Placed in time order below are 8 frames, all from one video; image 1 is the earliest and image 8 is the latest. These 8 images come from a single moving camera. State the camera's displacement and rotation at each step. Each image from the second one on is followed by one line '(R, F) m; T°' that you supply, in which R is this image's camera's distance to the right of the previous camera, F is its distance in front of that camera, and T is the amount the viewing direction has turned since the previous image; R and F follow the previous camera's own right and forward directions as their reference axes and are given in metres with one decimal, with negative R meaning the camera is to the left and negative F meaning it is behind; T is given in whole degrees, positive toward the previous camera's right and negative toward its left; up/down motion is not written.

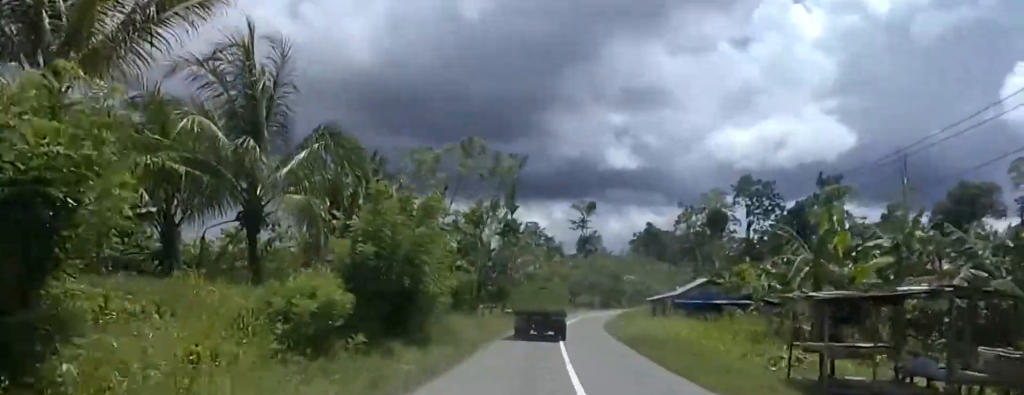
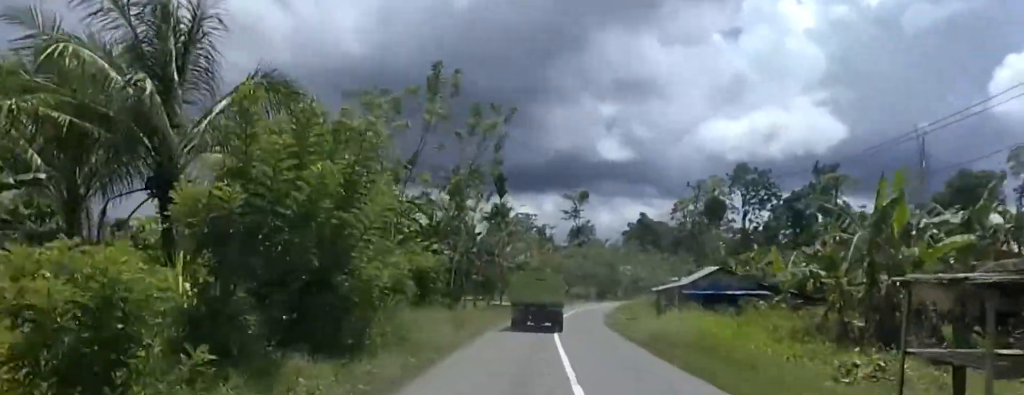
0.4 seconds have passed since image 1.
(+0.4, +4.7) m; +4°
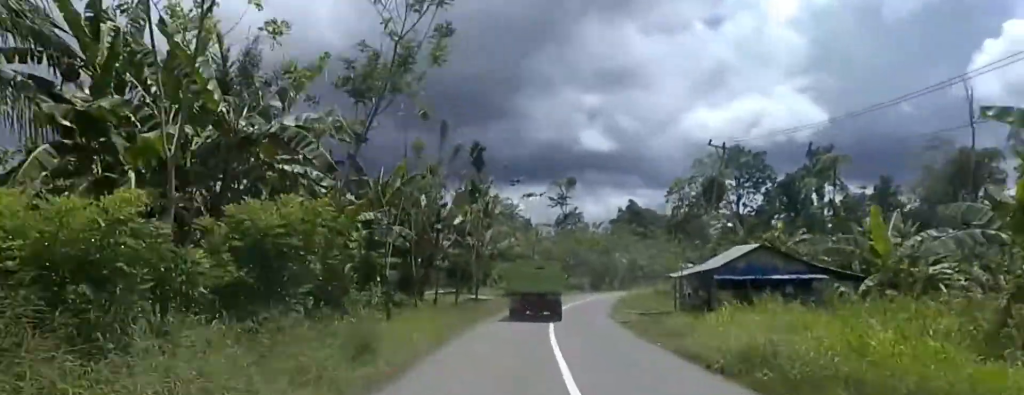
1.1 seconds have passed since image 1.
(+0.4, +8.8) m; +3°
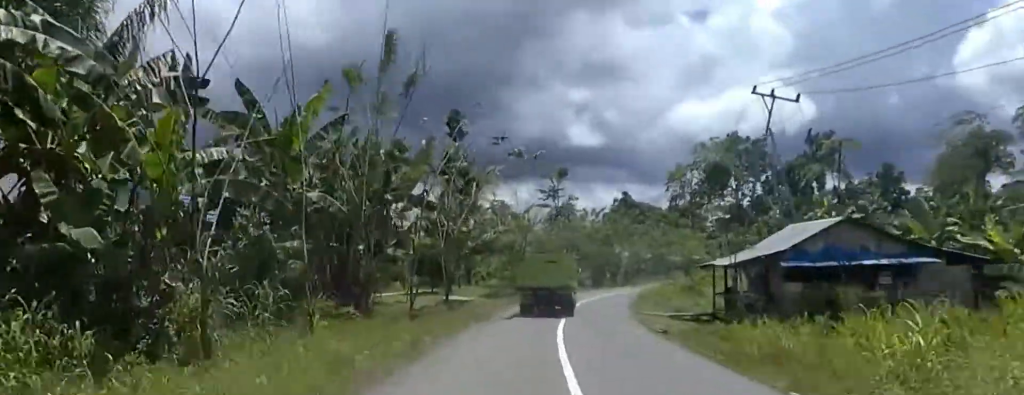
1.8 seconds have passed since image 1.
(+0.1, +8.2) m; +1°
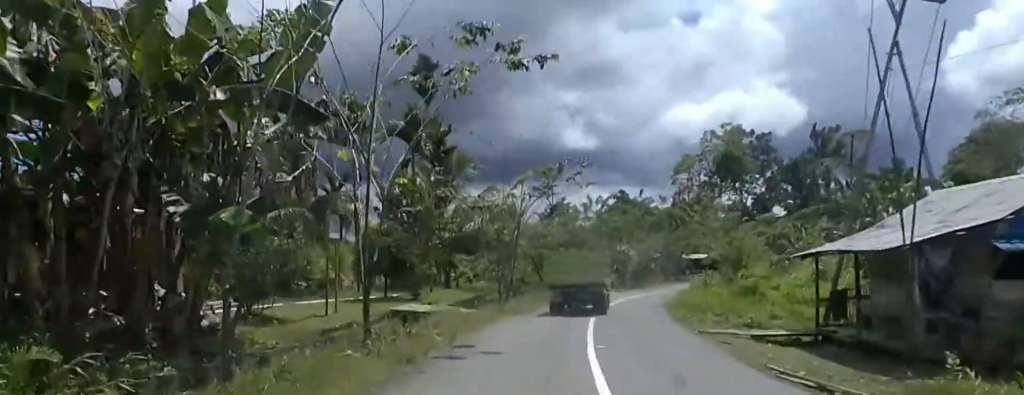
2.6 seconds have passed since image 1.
(0.0, +9.7) m; 0°
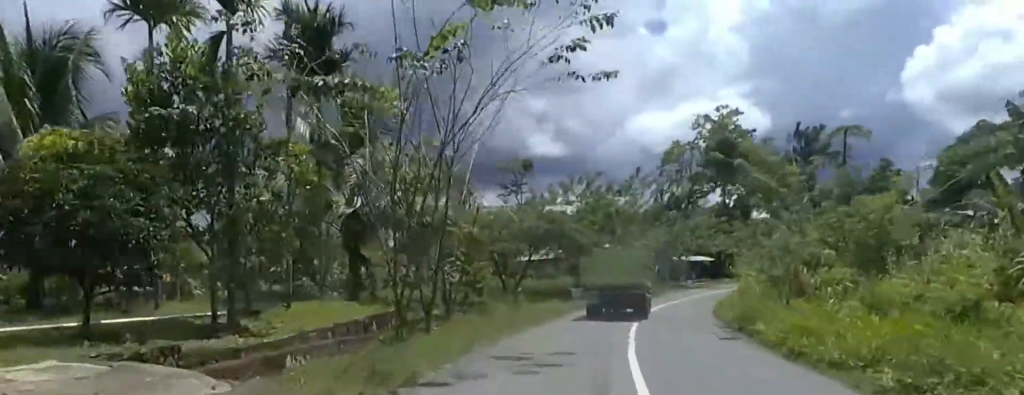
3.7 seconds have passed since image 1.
(+0.1, +13.7) m; +6°
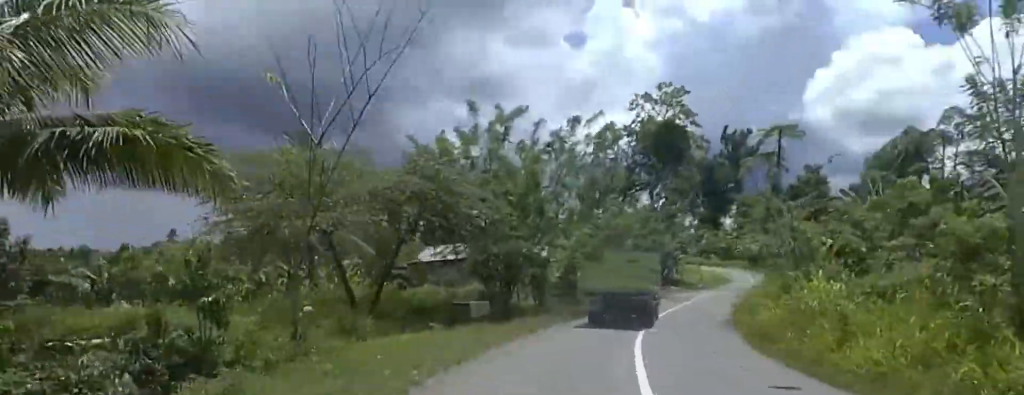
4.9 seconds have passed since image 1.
(+1.5, +14.4) m; +8°
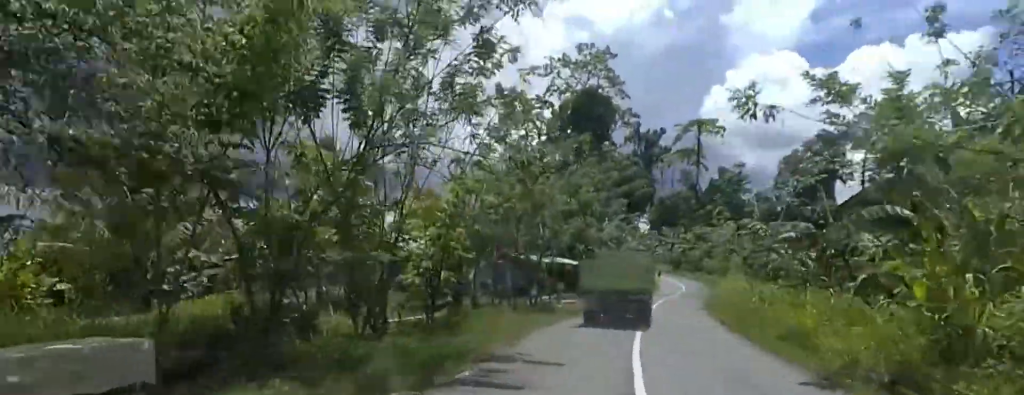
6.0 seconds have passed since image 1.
(+0.4, +14.0) m; +5°
